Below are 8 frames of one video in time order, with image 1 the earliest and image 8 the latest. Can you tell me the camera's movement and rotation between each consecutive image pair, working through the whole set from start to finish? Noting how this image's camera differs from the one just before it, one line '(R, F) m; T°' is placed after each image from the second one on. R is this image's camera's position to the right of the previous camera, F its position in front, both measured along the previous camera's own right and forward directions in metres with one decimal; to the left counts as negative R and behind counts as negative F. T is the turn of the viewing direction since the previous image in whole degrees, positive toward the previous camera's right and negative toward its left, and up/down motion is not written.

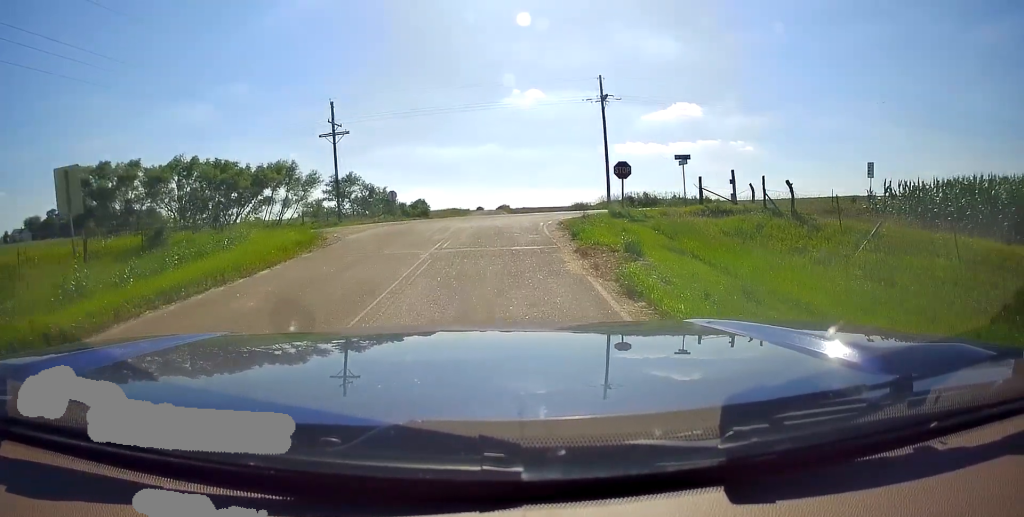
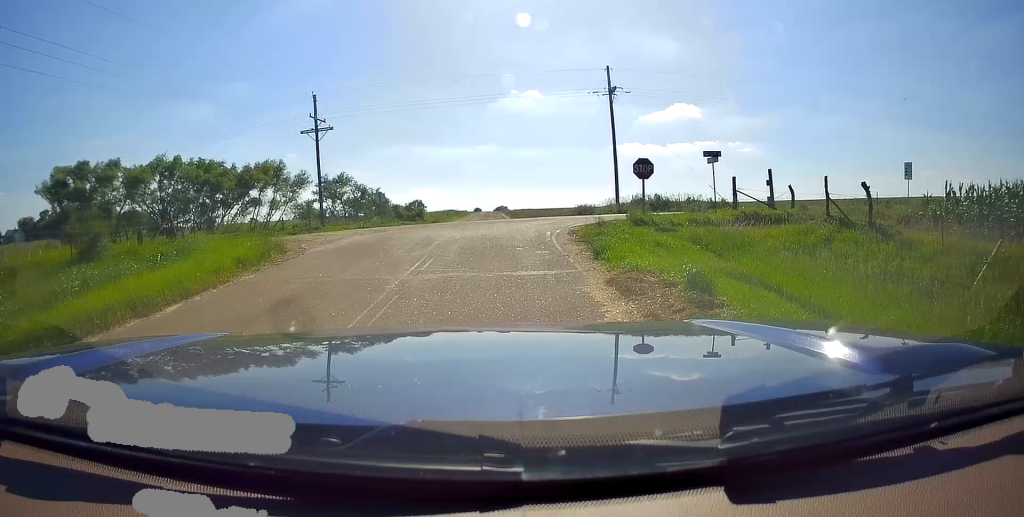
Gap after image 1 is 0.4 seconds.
(0.0, +4.9) m; 0°
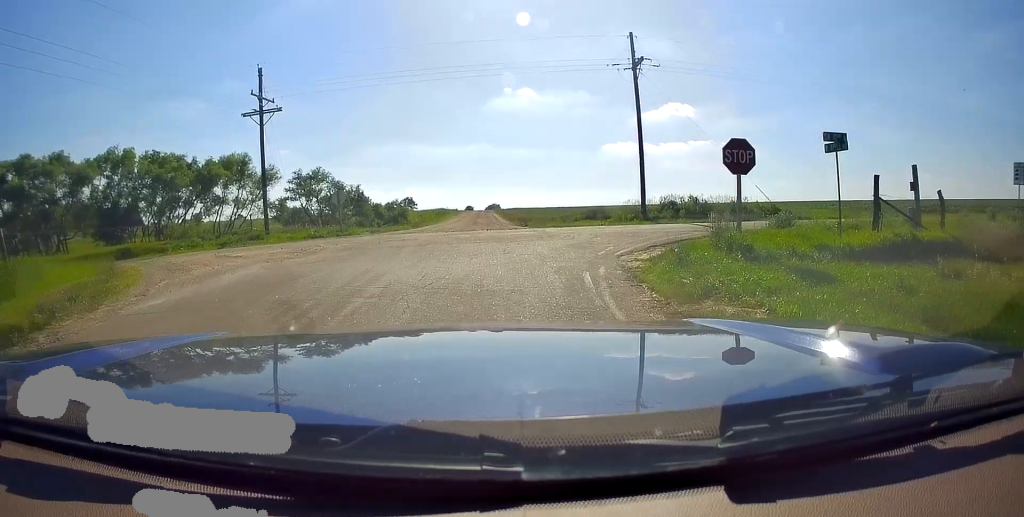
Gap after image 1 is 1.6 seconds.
(0.0, +11.9) m; 0°
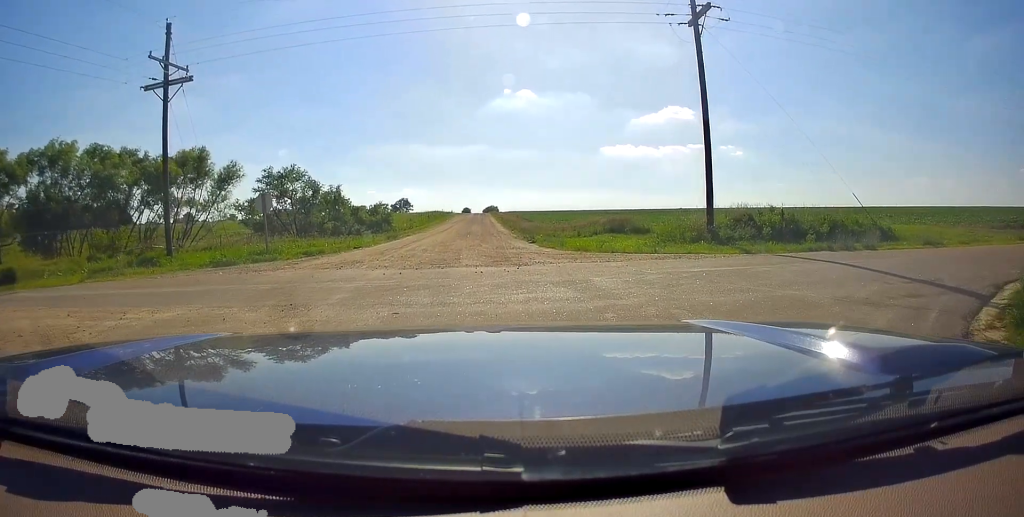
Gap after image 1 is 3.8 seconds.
(+1.1, +15.6) m; +7°
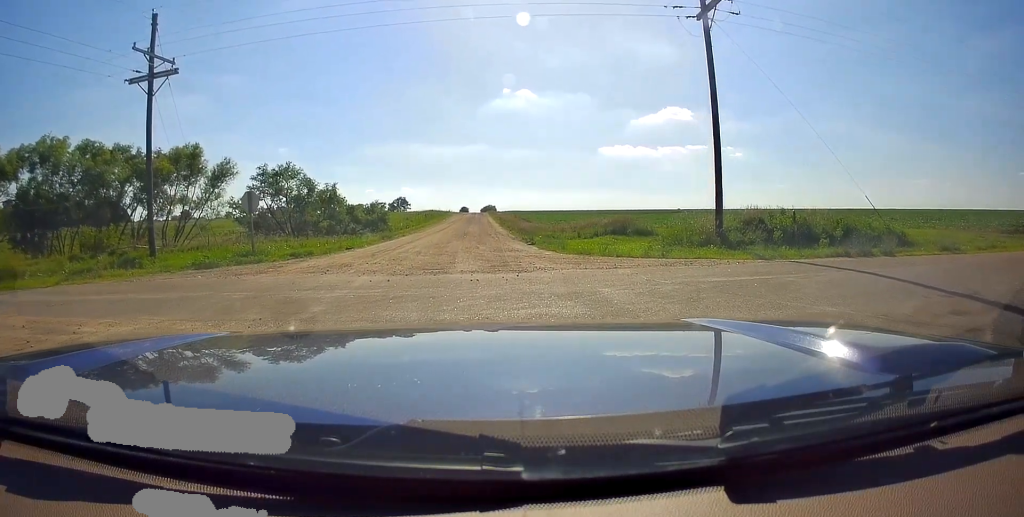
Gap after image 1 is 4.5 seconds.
(-0.3, +2.3) m; -3°
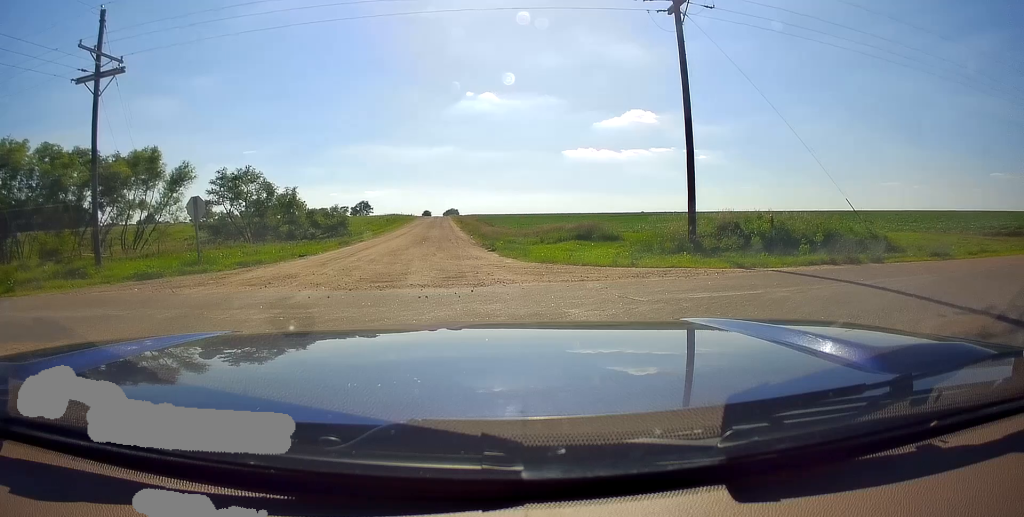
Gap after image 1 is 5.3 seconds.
(-0.1, +2.5) m; +7°
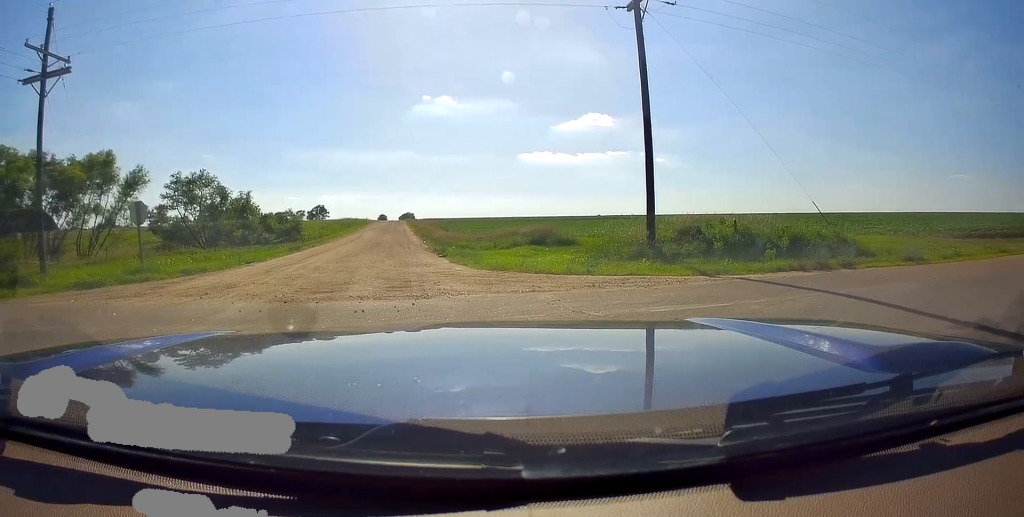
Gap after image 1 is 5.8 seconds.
(-0.1, +1.0) m; +8°
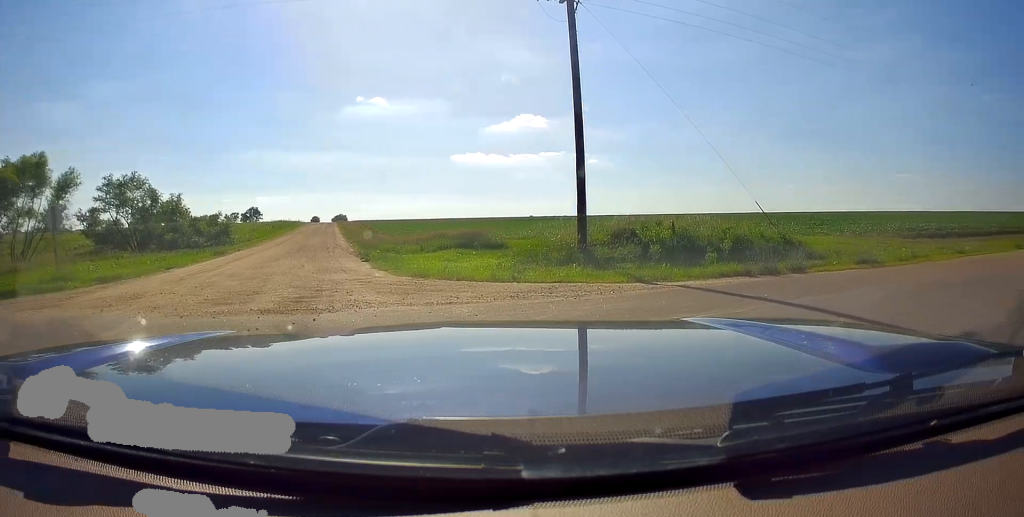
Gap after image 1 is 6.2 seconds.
(+0.2, +0.8) m; +13°
